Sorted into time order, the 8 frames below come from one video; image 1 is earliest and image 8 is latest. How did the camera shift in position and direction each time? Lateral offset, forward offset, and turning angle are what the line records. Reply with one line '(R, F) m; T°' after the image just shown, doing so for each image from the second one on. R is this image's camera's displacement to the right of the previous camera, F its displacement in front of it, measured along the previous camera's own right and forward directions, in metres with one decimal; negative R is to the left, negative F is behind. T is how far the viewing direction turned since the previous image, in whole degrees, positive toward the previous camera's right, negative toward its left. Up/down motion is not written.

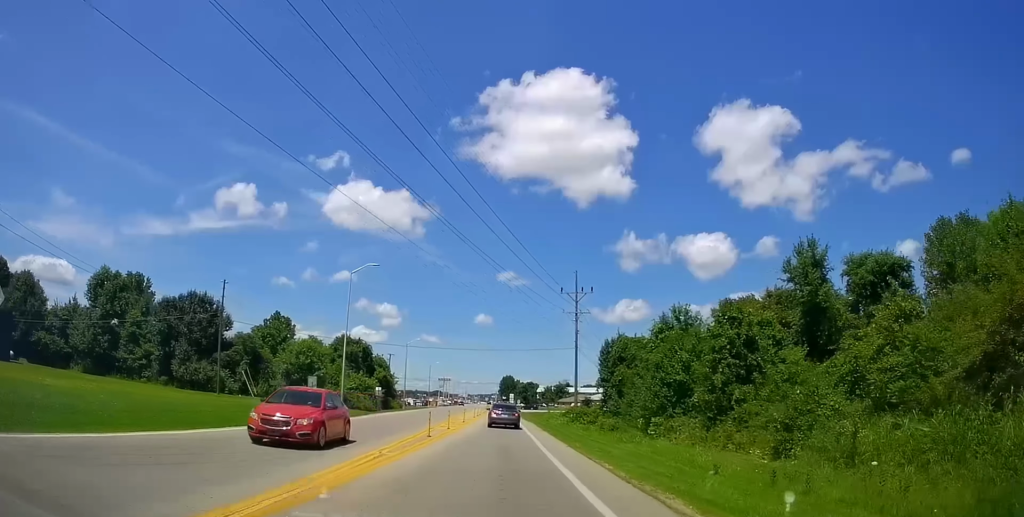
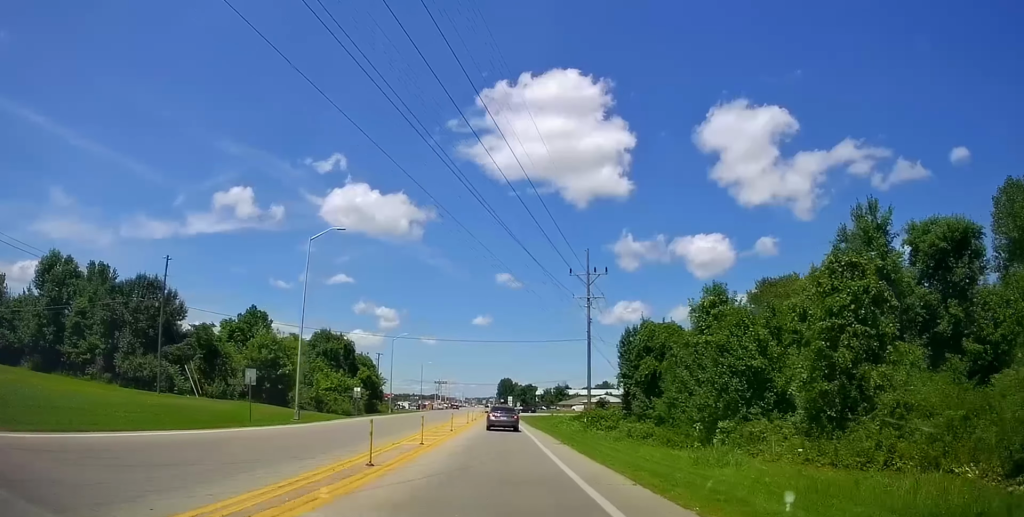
(-0.4, +10.2) m; 0°
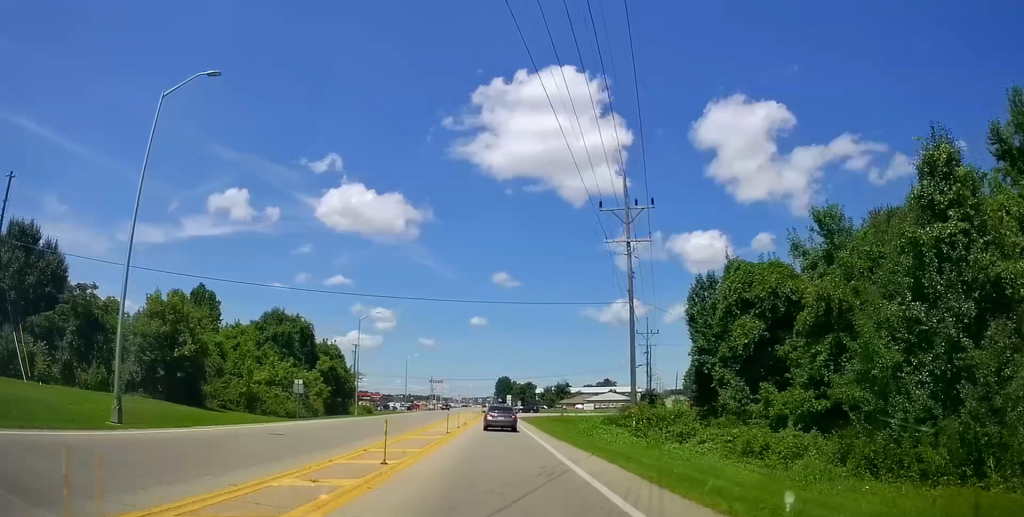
(-0.1, +18.0) m; 0°
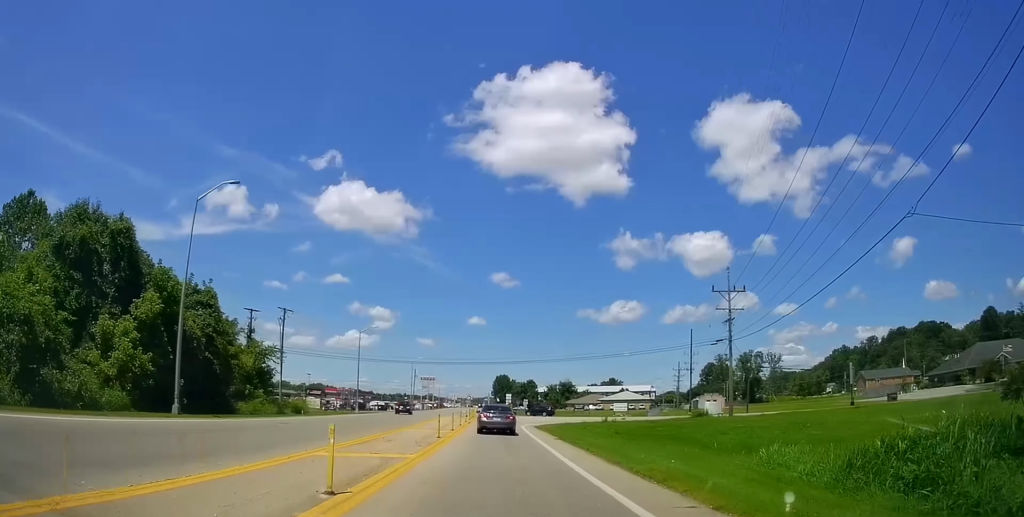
(+0.4, +34.5) m; +1°
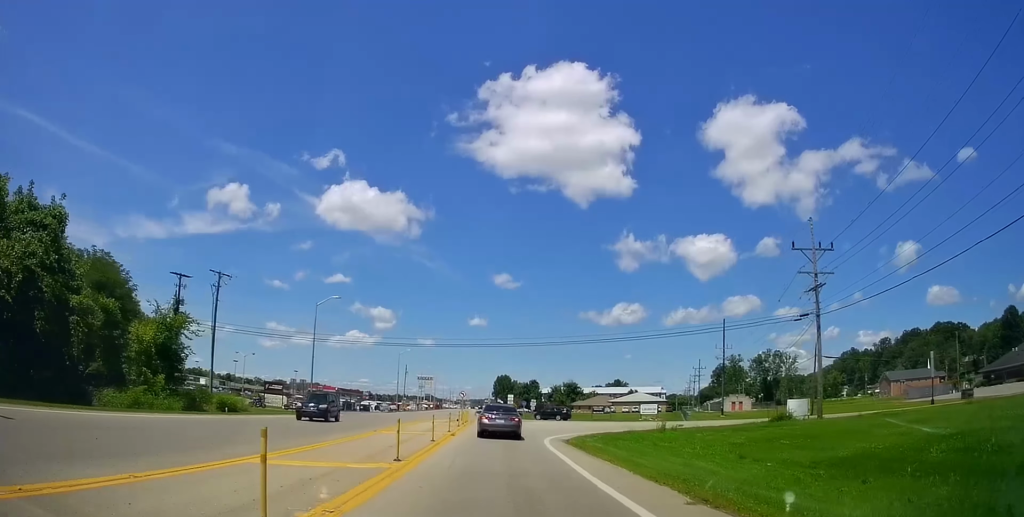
(+0.1, +17.1) m; 0°
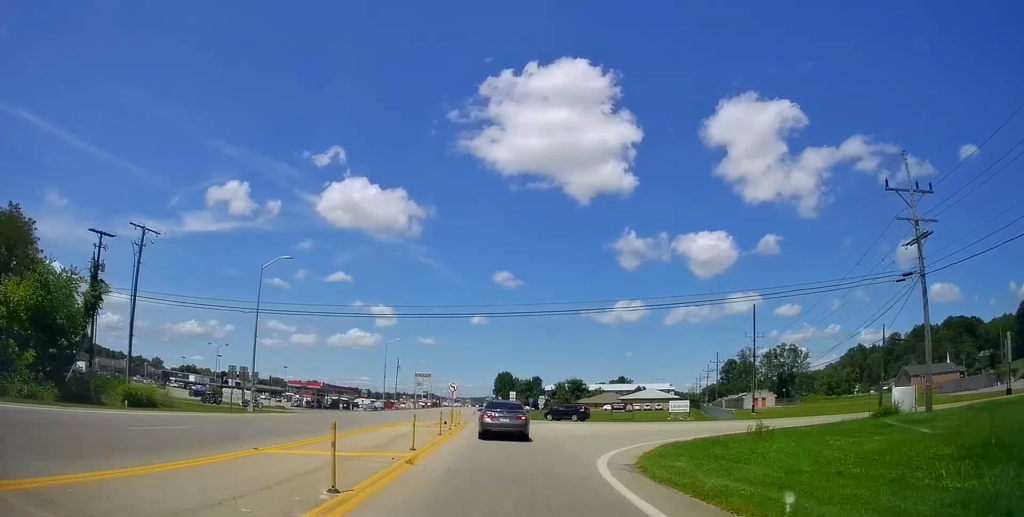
(-0.1, +12.5) m; -1°
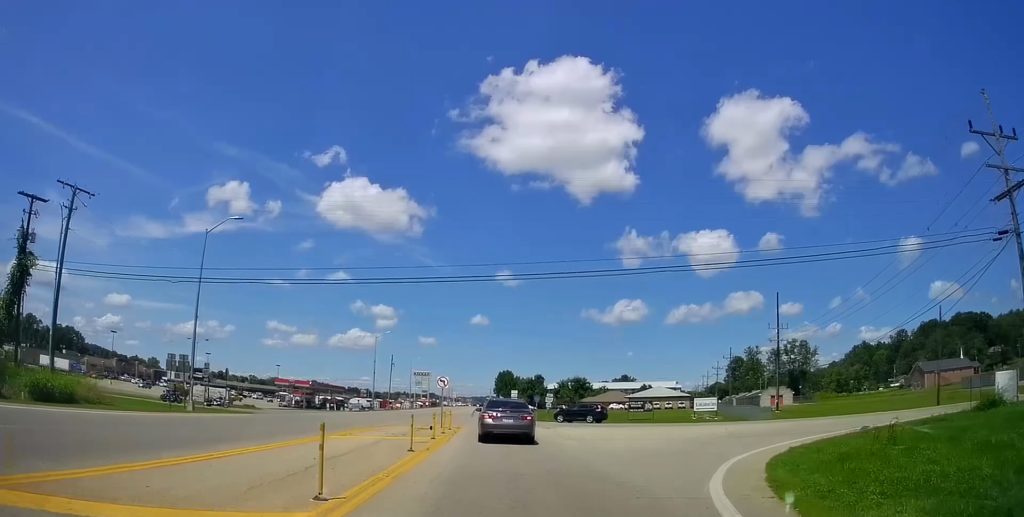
(0.0, +8.0) m; 0°
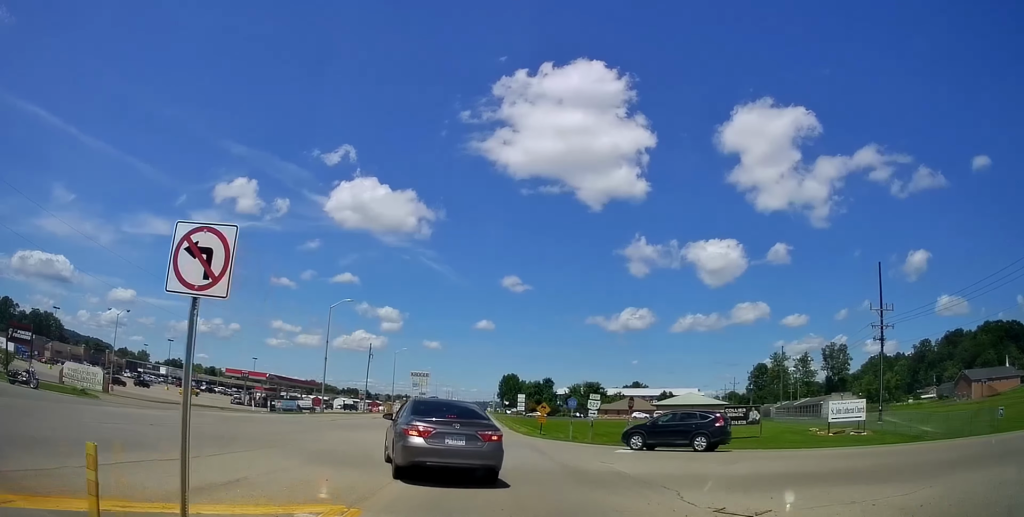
(-0.3, +25.0) m; -1°
